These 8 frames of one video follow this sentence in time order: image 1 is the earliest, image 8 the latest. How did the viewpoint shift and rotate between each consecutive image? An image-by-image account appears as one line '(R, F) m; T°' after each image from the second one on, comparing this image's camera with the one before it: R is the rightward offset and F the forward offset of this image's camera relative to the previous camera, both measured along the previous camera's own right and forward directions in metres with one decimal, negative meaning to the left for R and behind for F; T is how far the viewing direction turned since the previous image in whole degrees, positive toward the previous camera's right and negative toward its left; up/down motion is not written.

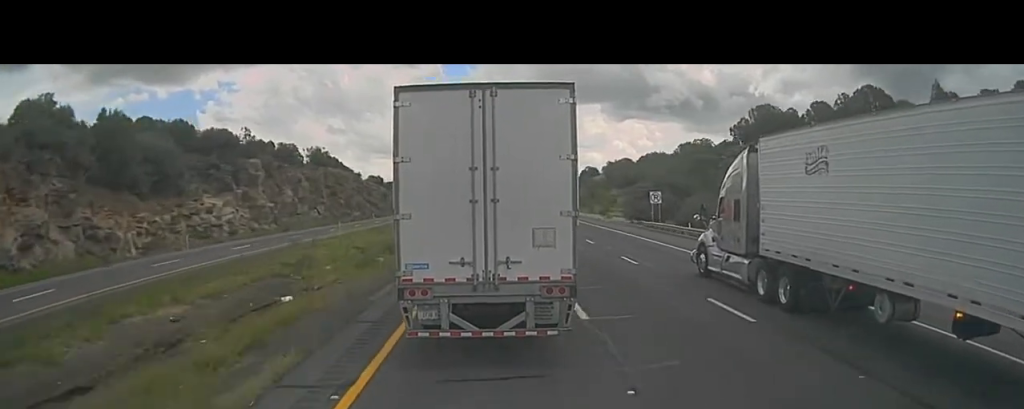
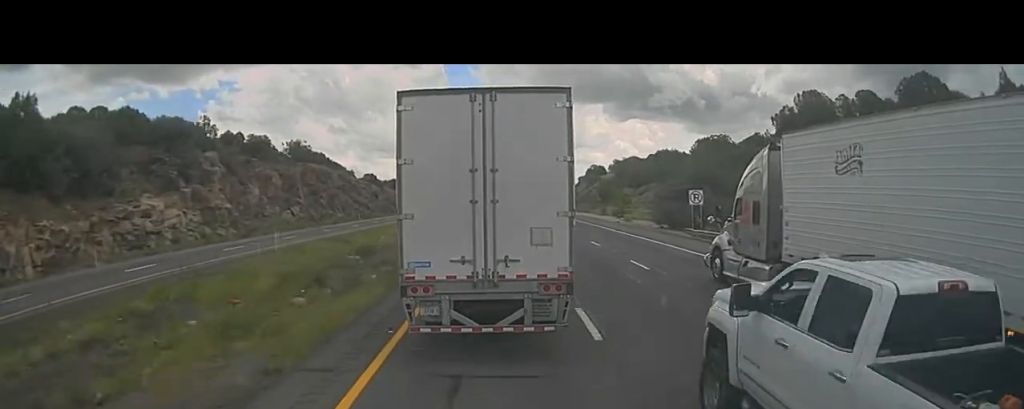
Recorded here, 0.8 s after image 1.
(-0.1, +13.7) m; 0°
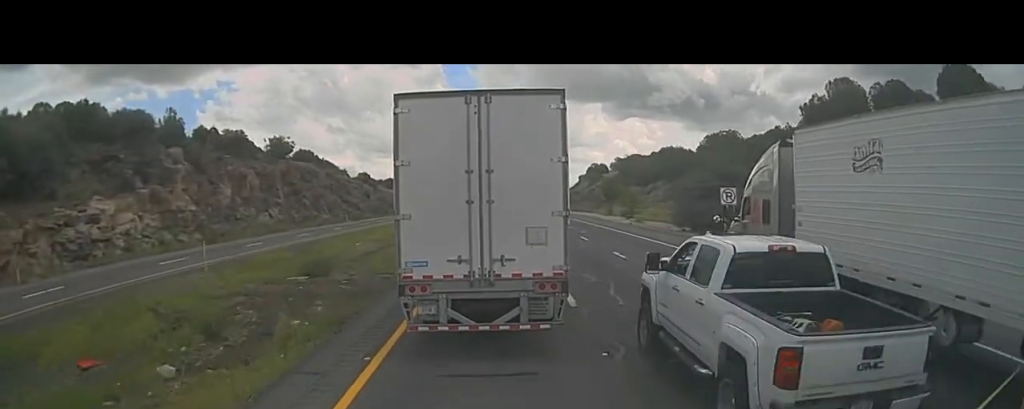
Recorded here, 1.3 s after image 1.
(0.0, +8.2) m; 0°
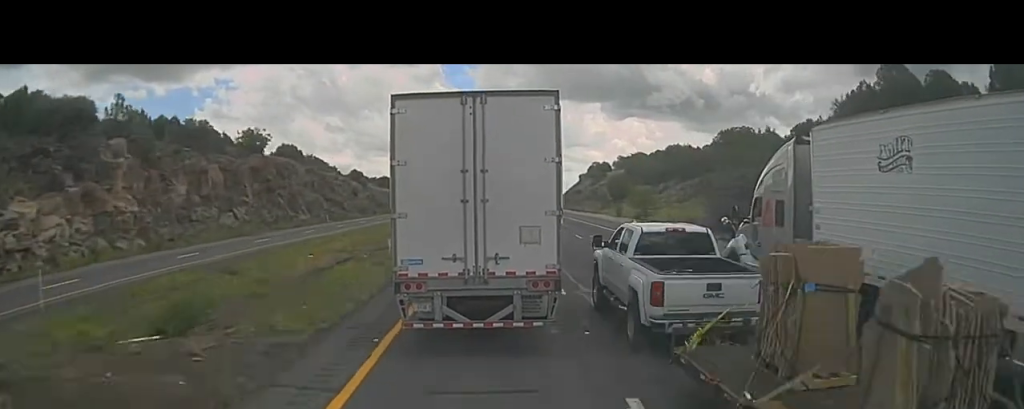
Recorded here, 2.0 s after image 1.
(0.0, +10.4) m; 0°
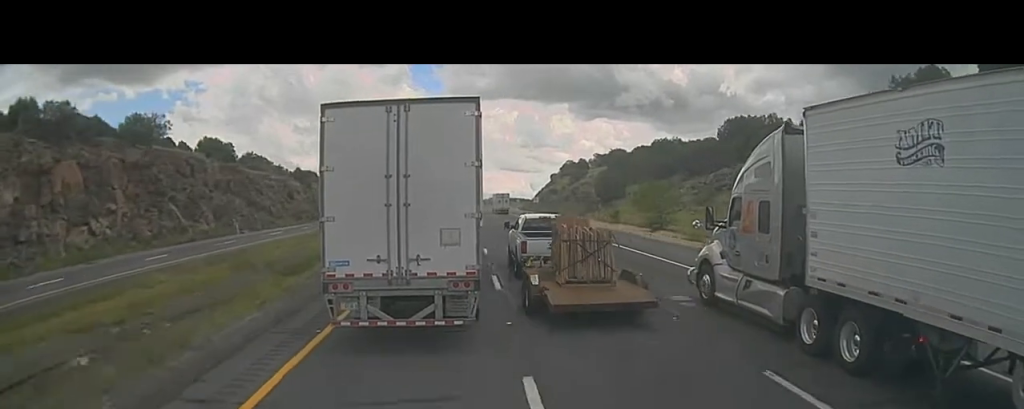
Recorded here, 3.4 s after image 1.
(+0.5, +23.2) m; +3°
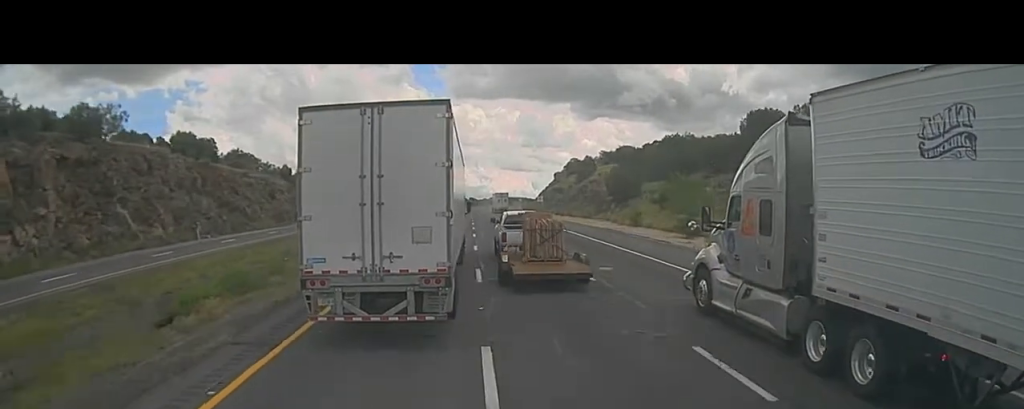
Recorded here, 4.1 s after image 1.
(+0.1, +10.7) m; 0°
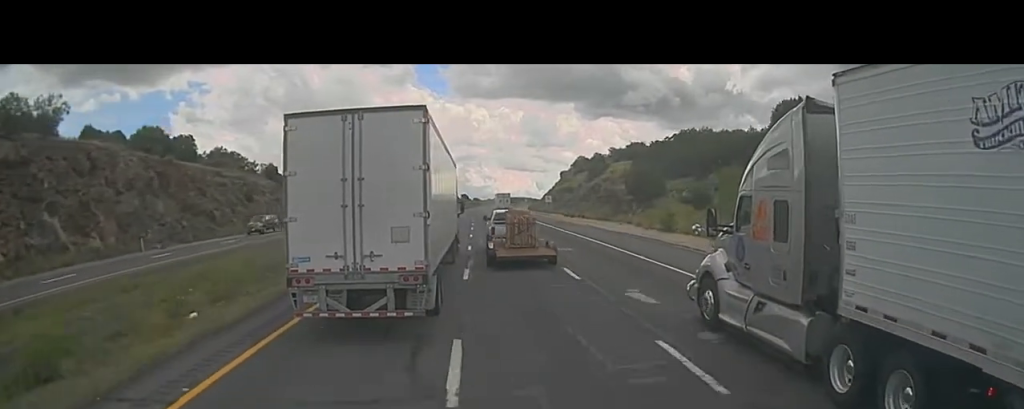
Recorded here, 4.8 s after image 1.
(+0.1, +11.8) m; -1°
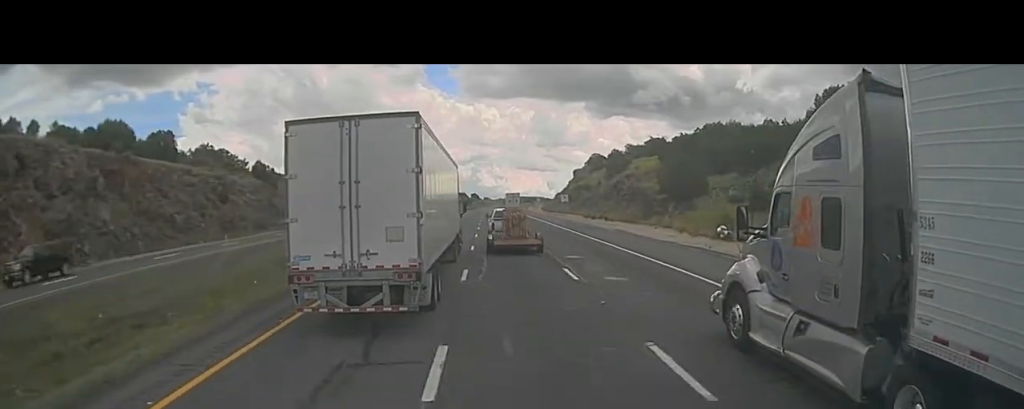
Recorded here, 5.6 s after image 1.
(-0.5, +12.3) m; 0°
